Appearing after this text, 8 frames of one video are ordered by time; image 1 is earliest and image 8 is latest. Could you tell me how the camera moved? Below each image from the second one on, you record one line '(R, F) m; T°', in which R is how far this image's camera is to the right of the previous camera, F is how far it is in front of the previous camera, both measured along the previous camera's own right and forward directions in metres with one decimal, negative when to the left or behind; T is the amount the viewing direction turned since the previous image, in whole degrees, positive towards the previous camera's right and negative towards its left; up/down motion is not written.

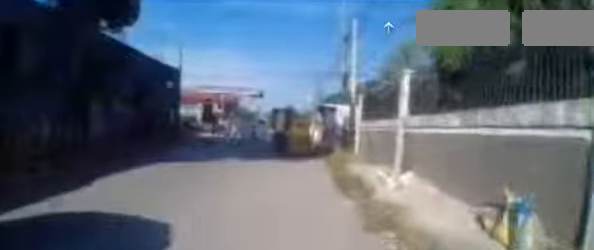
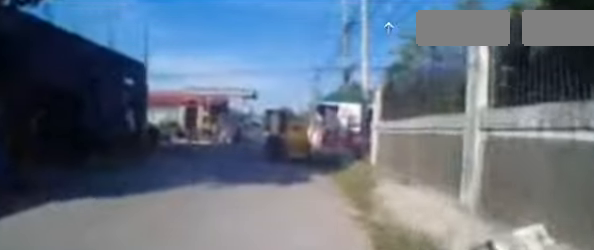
(-0.4, +2.9) m; -5°
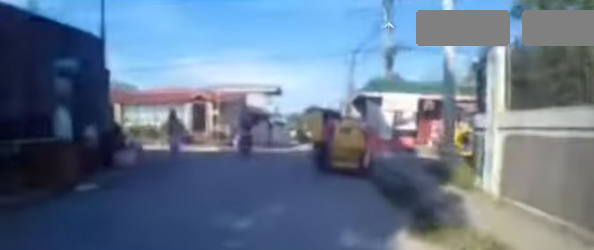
(-0.2, +4.0) m; +1°
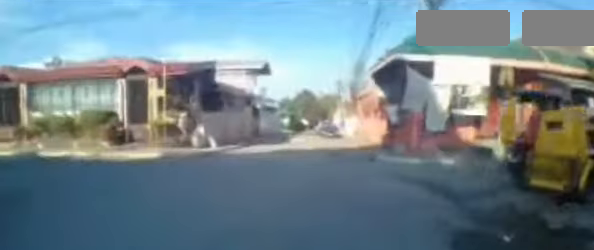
(+0.3, +6.4) m; +6°
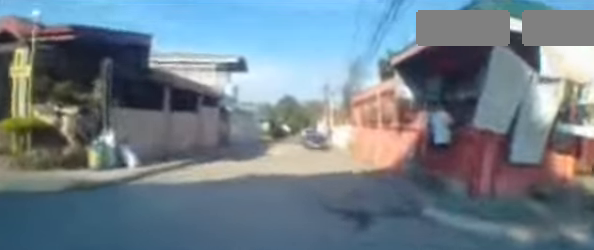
(+0.3, +5.1) m; 0°
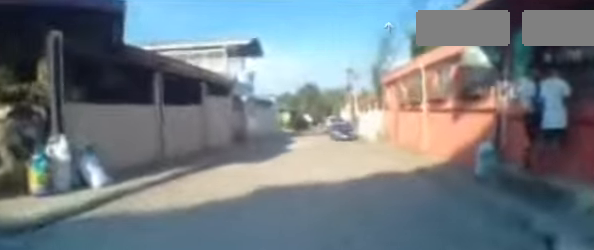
(-0.1, +2.6) m; -2°
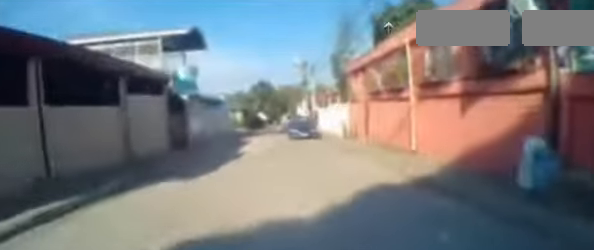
(0.0, +2.8) m; -1°
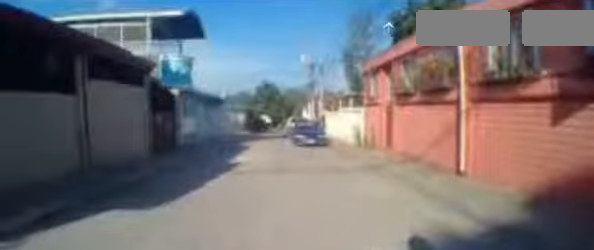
(0.0, +4.0) m; -1°
